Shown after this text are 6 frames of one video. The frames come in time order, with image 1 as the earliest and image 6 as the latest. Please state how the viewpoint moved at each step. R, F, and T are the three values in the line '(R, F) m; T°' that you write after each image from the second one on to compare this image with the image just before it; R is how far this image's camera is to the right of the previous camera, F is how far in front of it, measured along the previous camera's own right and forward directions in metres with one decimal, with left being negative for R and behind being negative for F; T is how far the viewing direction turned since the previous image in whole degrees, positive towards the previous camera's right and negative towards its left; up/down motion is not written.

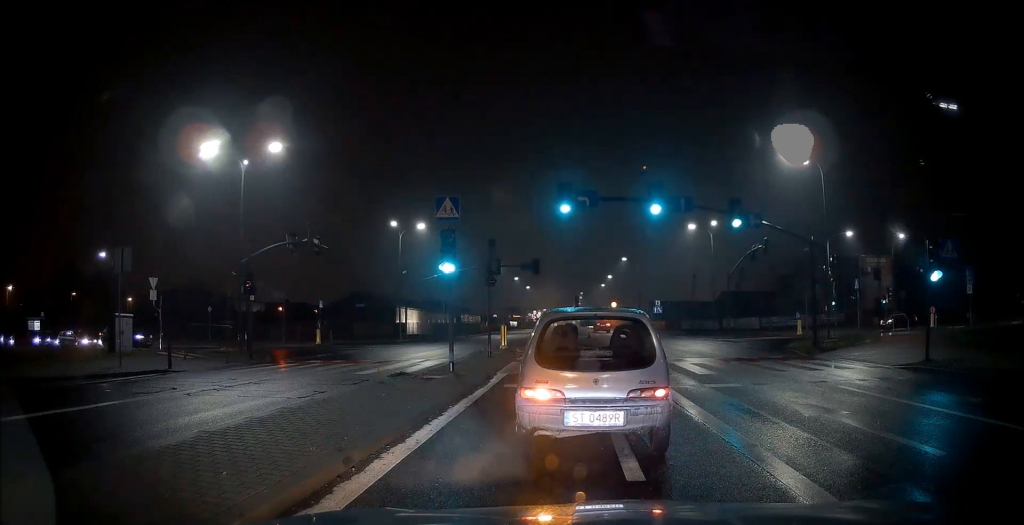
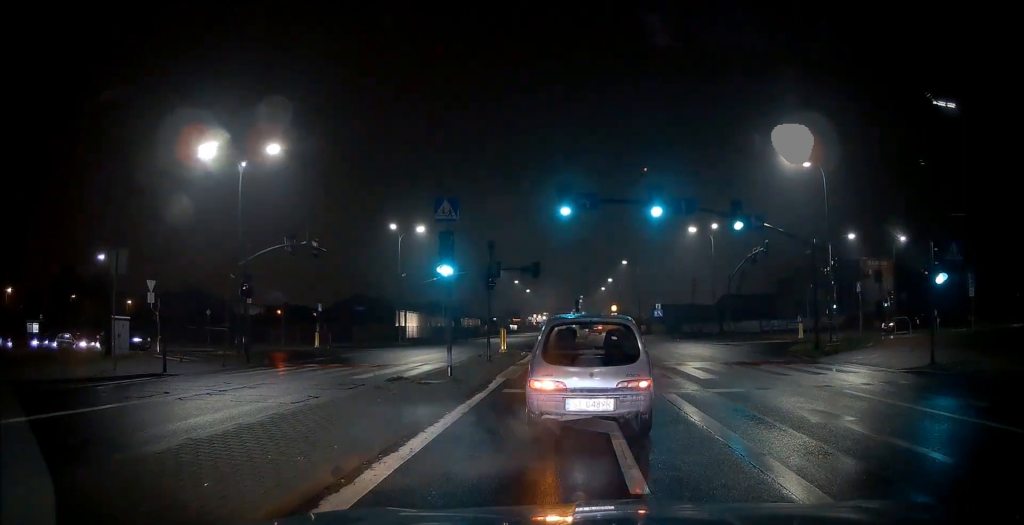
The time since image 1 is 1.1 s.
(0.0, 0.0) m; 0°
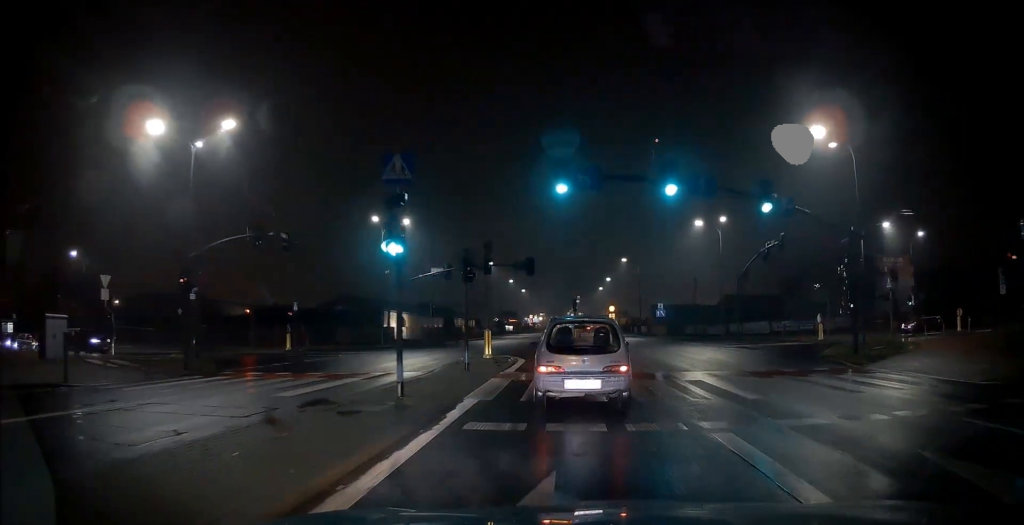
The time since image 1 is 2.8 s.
(0.0, +0.9) m; 0°
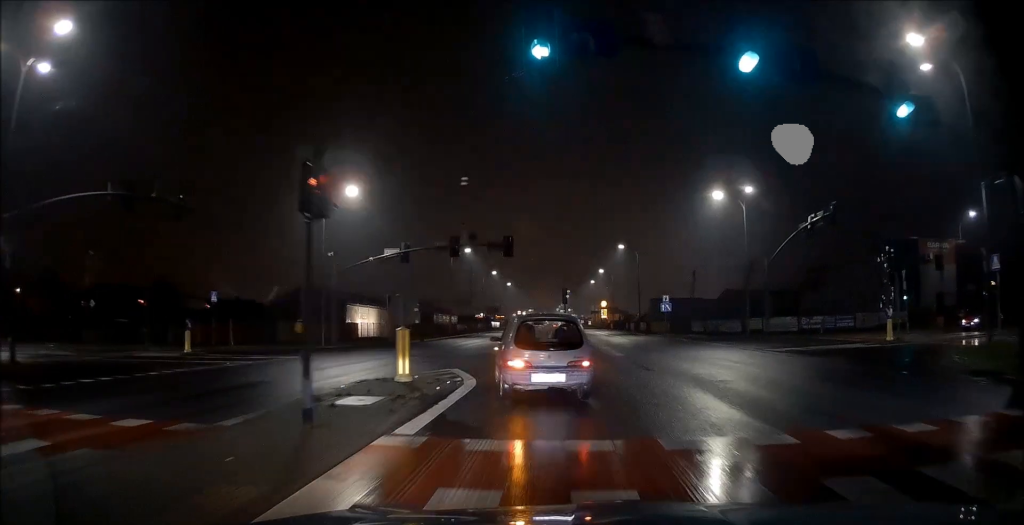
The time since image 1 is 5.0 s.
(+0.1, +7.6) m; +1°
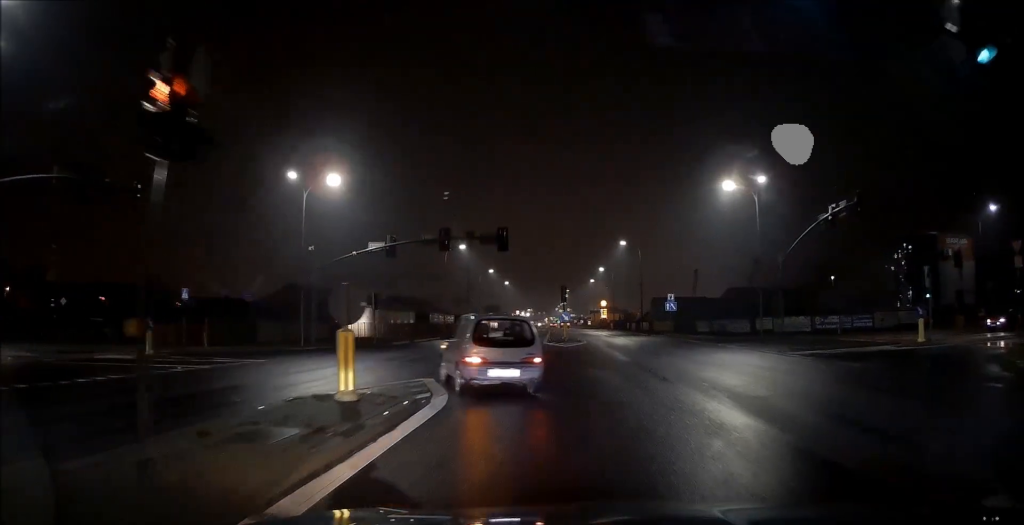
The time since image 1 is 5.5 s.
(0.0, +2.7) m; -1°
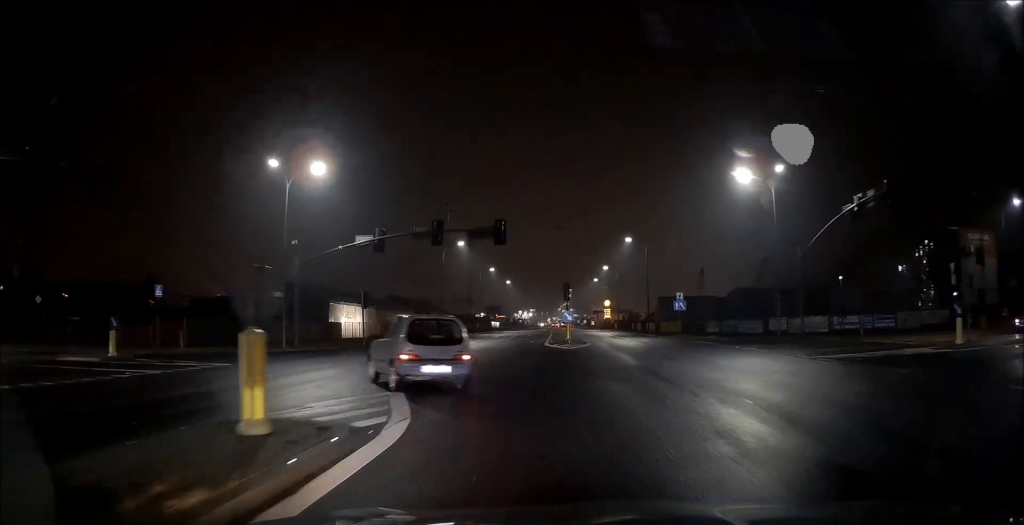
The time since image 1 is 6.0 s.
(0.0, +2.5) m; -1°
